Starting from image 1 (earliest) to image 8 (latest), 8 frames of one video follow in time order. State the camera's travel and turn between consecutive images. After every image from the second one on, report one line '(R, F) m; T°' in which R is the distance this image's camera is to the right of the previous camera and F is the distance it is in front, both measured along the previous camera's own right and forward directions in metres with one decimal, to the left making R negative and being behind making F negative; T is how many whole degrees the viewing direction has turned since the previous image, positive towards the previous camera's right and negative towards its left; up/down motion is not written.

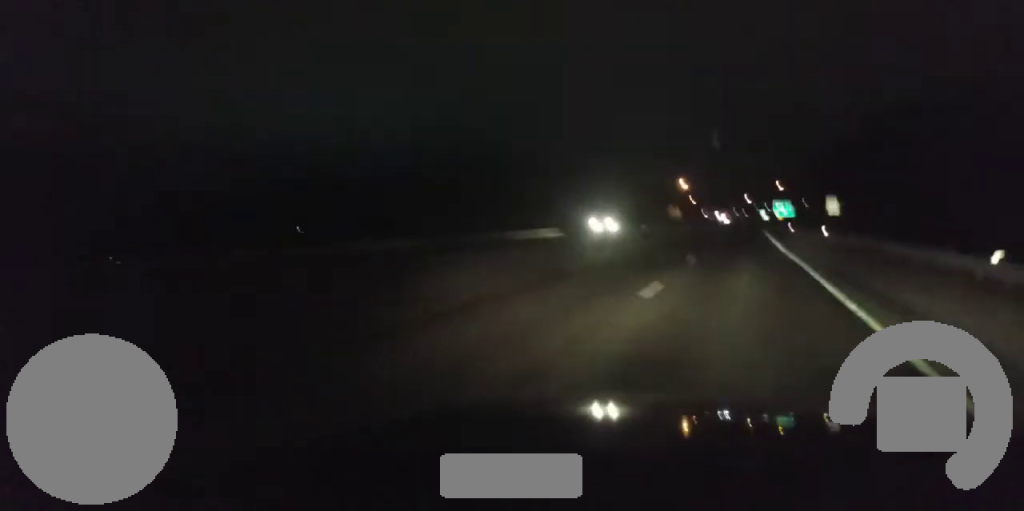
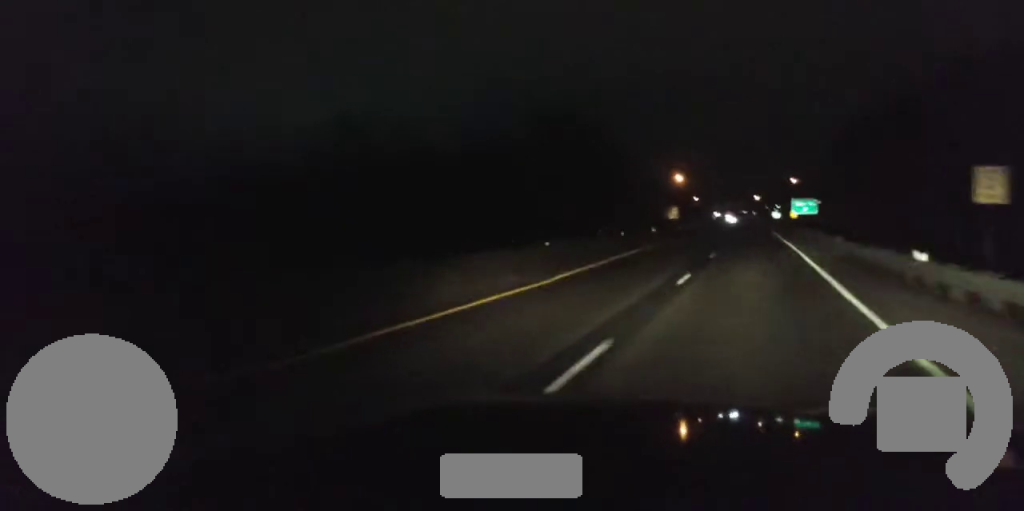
(-0.4, +45.5) m; 0°
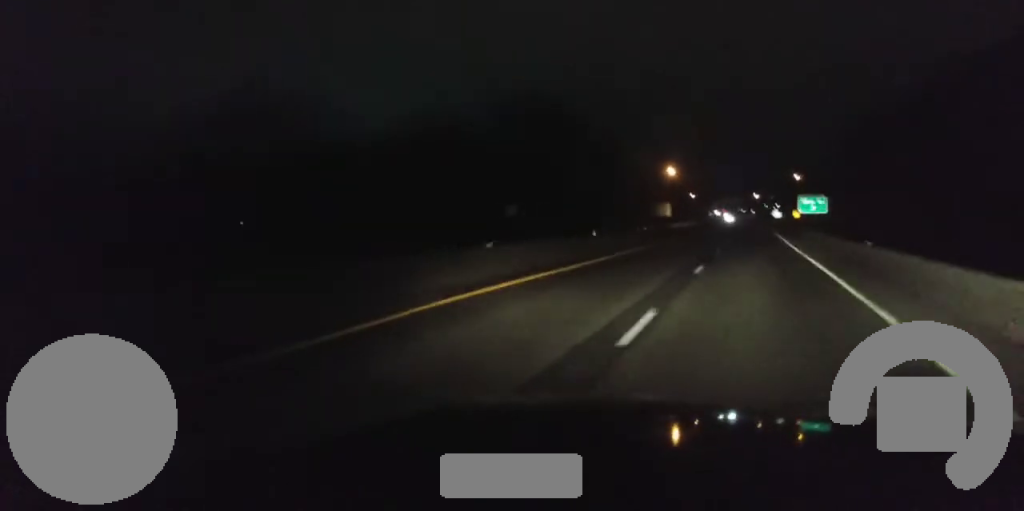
(+0.2, +22.1) m; 0°
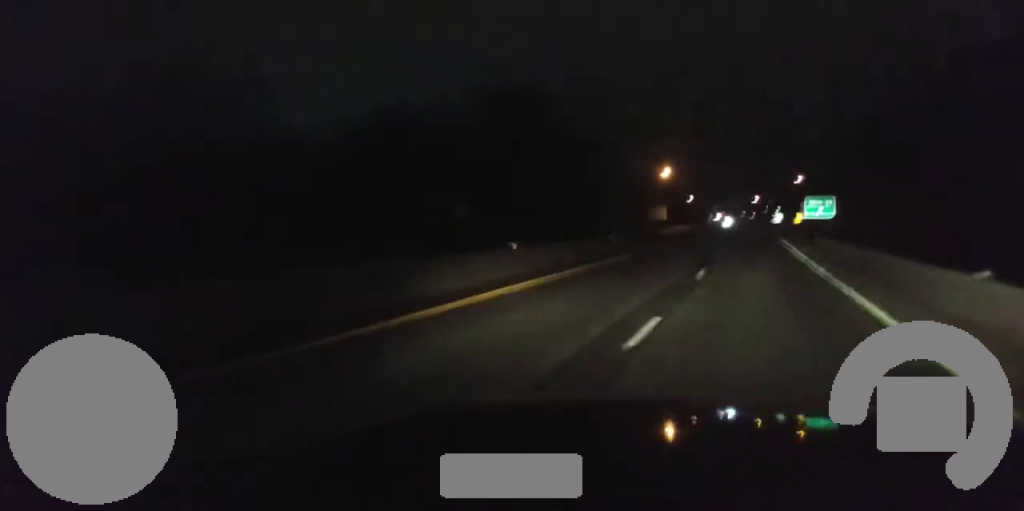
(0.0, +12.6) m; 0°
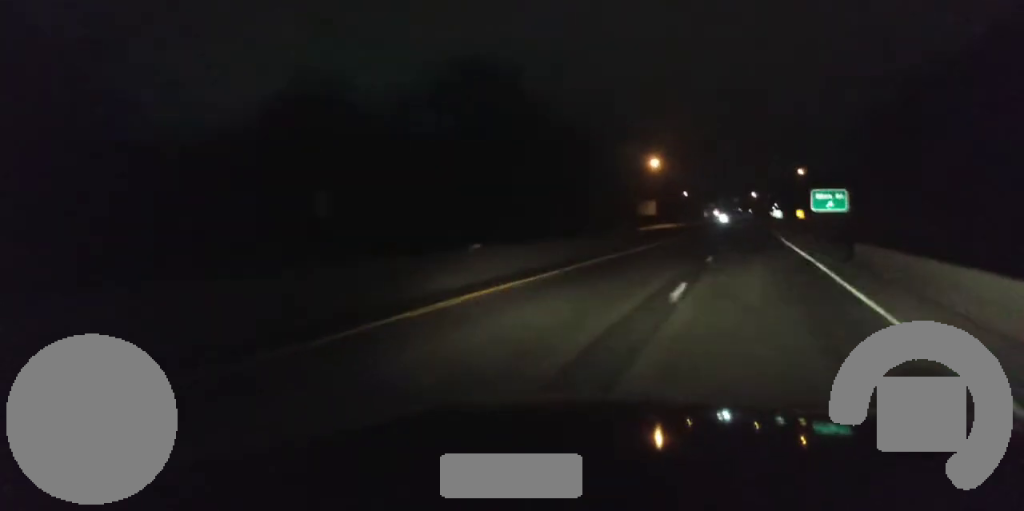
(0.0, +19.4) m; 0°
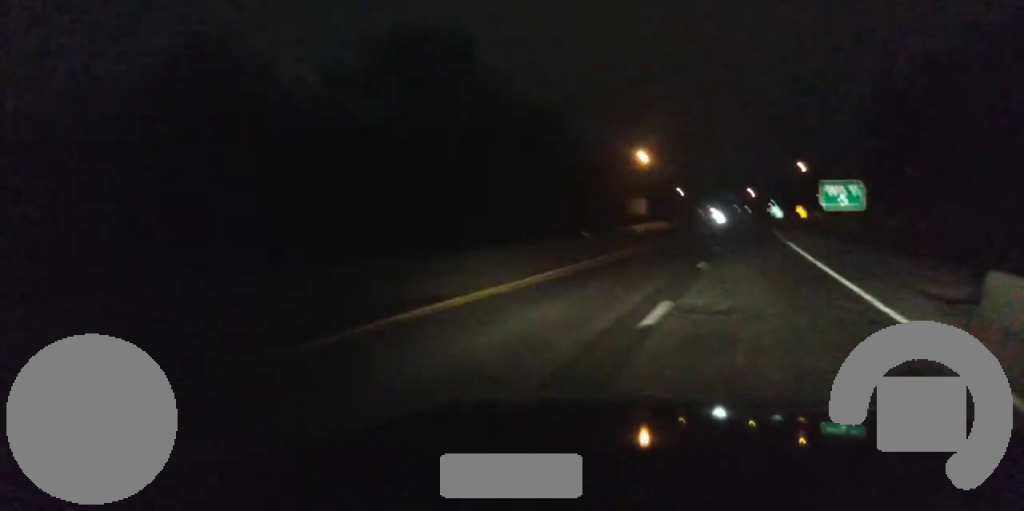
(0.0, +16.5) m; +1°
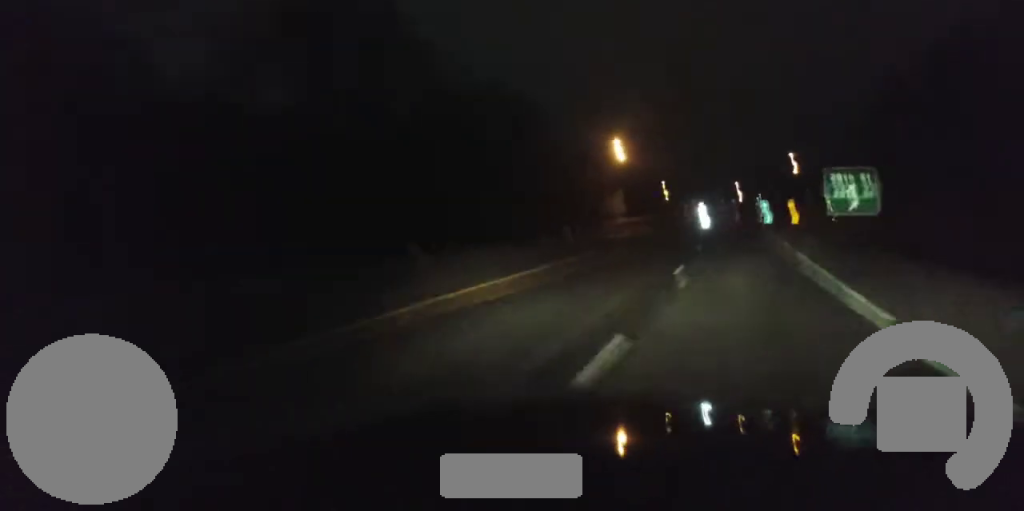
(+0.1, +16.6) m; 0°
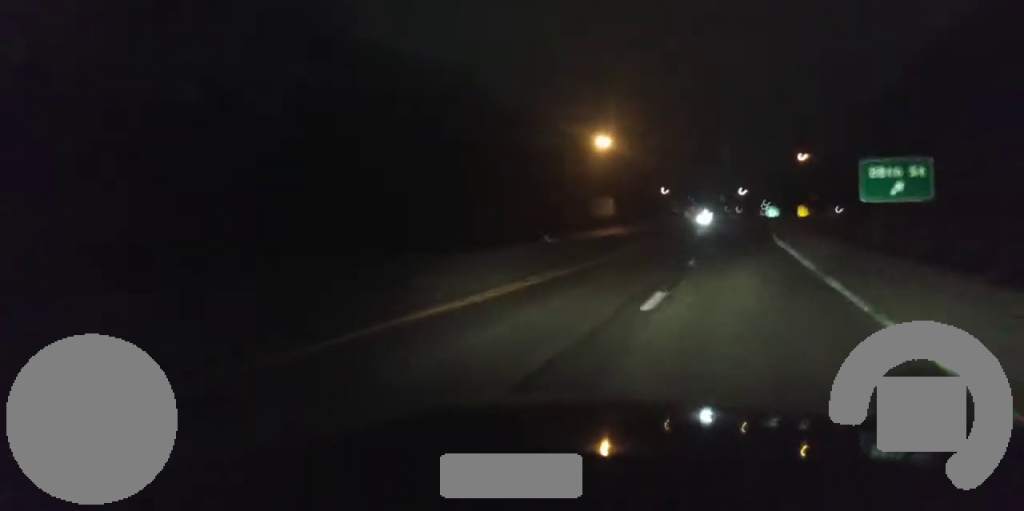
(+0.2, +18.6) m; 0°
